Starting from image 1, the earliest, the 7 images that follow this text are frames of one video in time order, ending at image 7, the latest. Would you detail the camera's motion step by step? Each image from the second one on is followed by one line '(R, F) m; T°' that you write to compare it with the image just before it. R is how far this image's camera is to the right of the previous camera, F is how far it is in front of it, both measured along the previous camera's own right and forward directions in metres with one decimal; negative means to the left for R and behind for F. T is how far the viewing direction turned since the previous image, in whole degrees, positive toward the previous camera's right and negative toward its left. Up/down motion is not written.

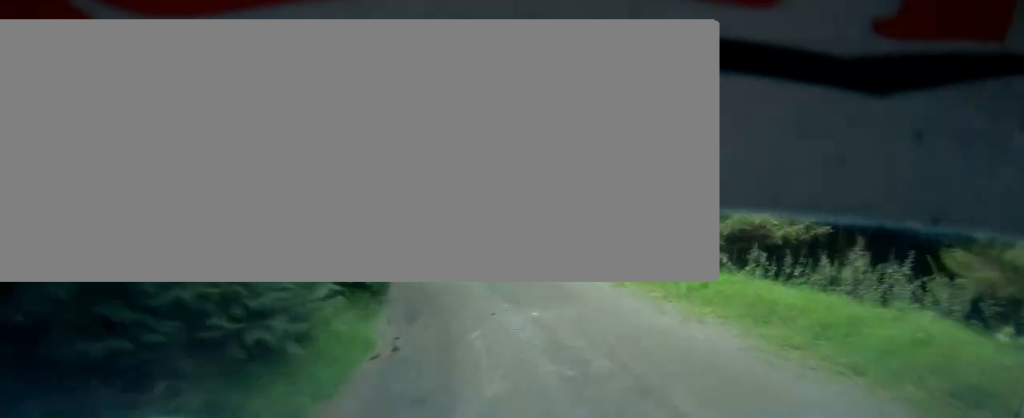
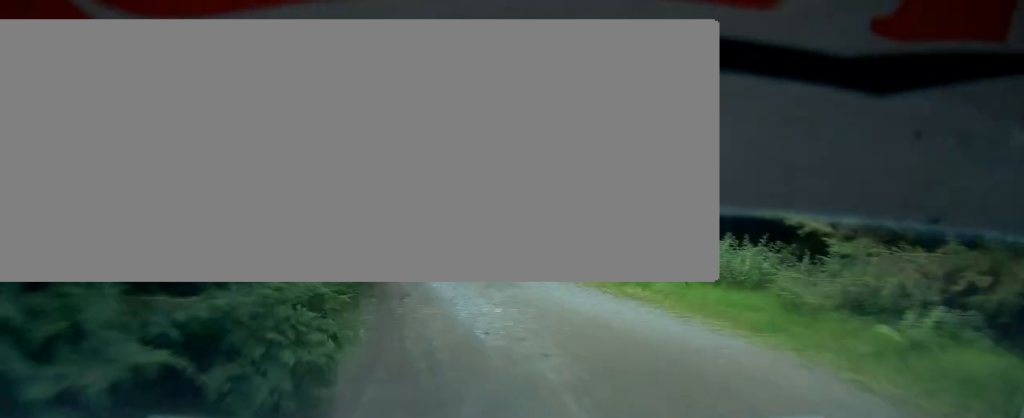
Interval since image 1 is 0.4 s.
(+0.2, +9.0) m; -3°
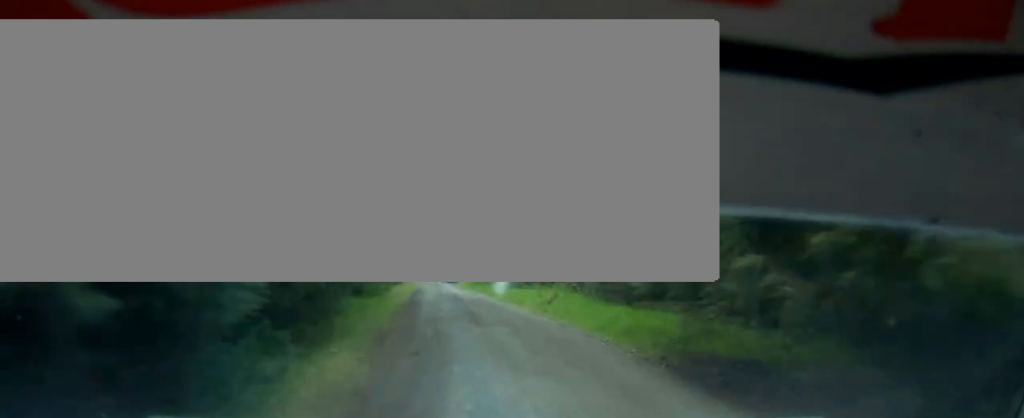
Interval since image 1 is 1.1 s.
(-1.4, +16.9) m; -4°
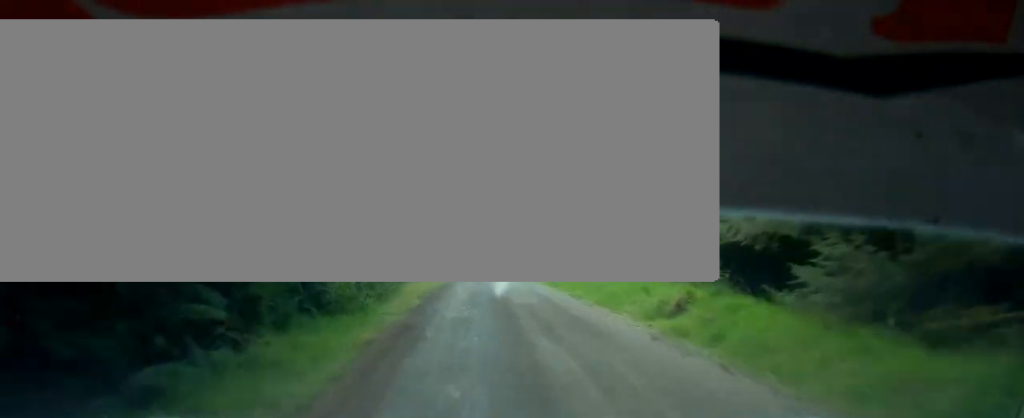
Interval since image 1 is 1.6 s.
(-0.2, +11.1) m; -1°
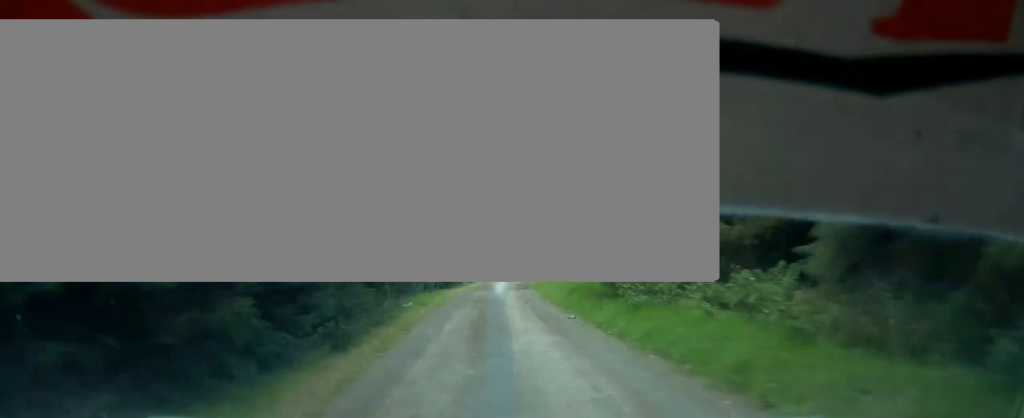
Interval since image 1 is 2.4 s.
(-0.1, +19.4) m; 0°
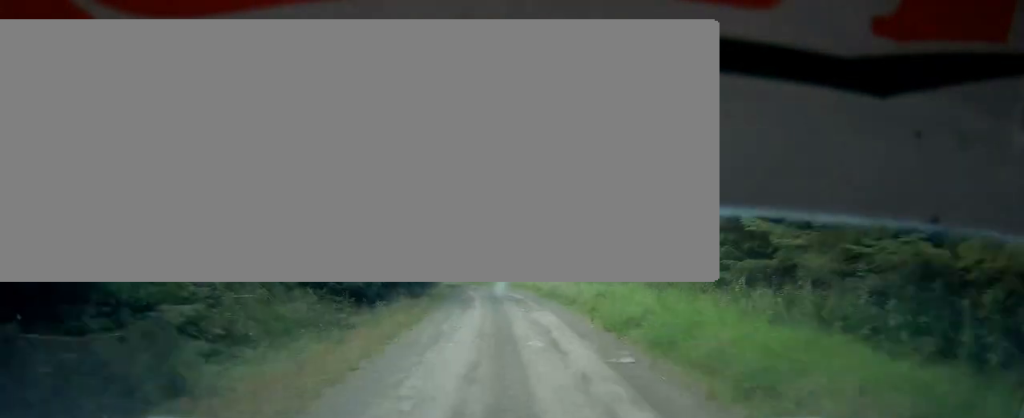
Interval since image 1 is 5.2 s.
(-4.1, +74.6) m; -8°
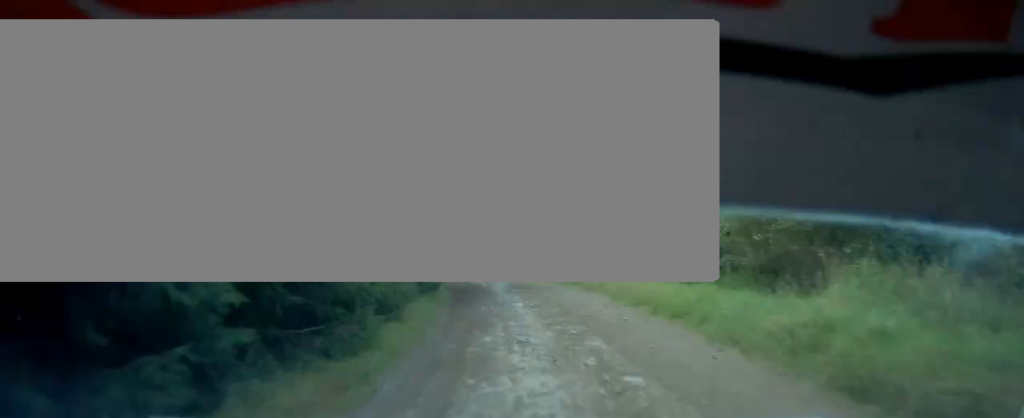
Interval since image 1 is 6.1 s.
(-0.6, +28.1) m; -4°
